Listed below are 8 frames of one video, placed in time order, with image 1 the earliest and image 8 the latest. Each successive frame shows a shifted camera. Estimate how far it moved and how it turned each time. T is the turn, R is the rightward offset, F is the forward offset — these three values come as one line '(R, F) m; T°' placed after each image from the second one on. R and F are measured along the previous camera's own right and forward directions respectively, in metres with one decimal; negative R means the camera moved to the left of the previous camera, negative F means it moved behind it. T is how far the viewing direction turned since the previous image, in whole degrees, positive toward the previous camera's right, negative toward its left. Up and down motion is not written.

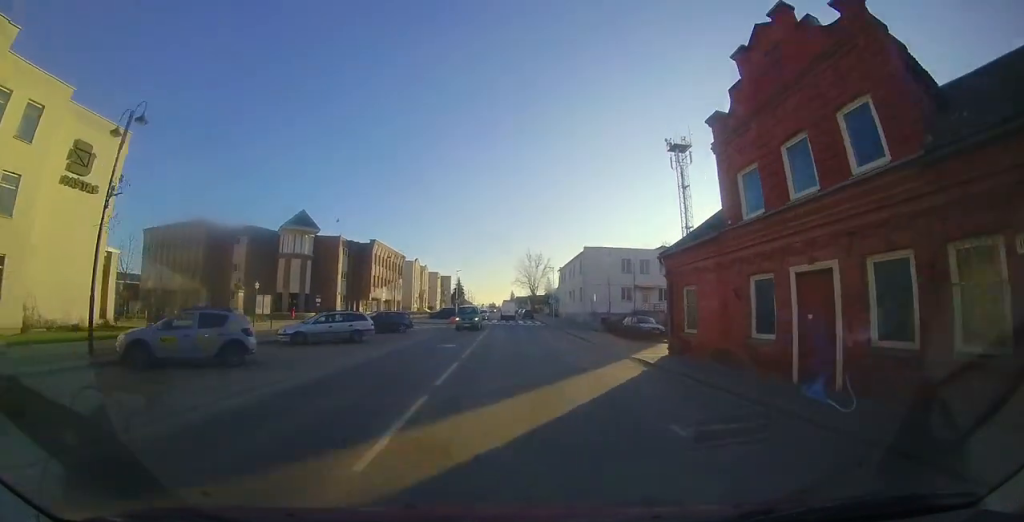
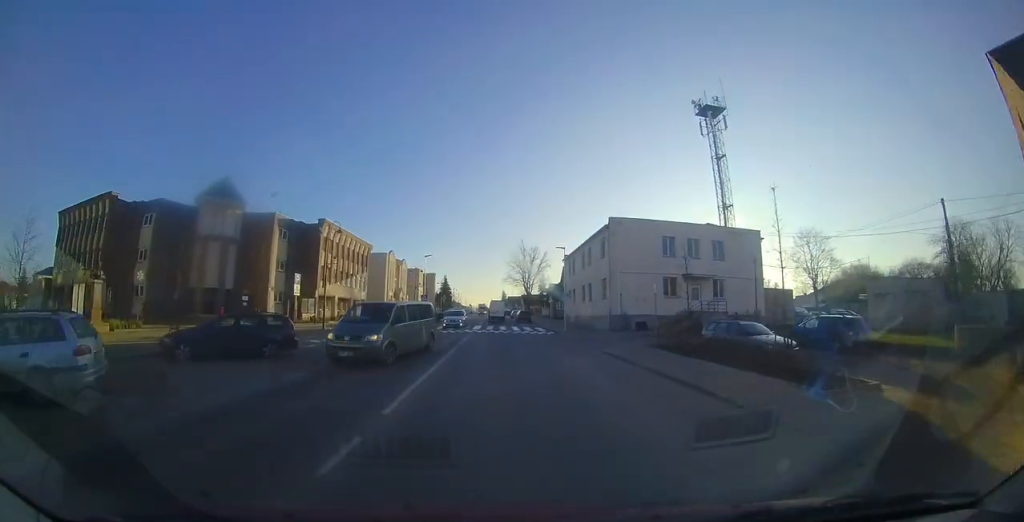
(-0.1, +13.4) m; +1°
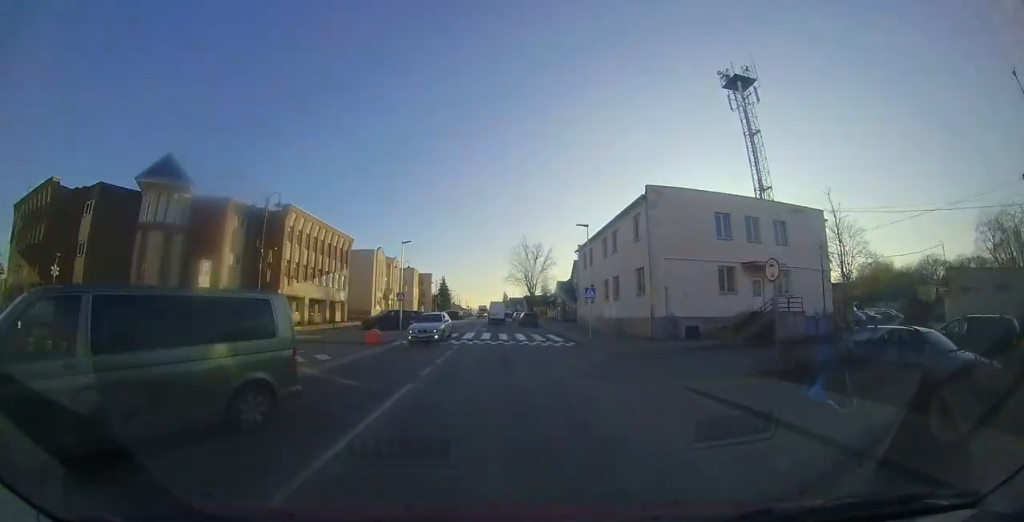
(+0.3, +7.5) m; 0°
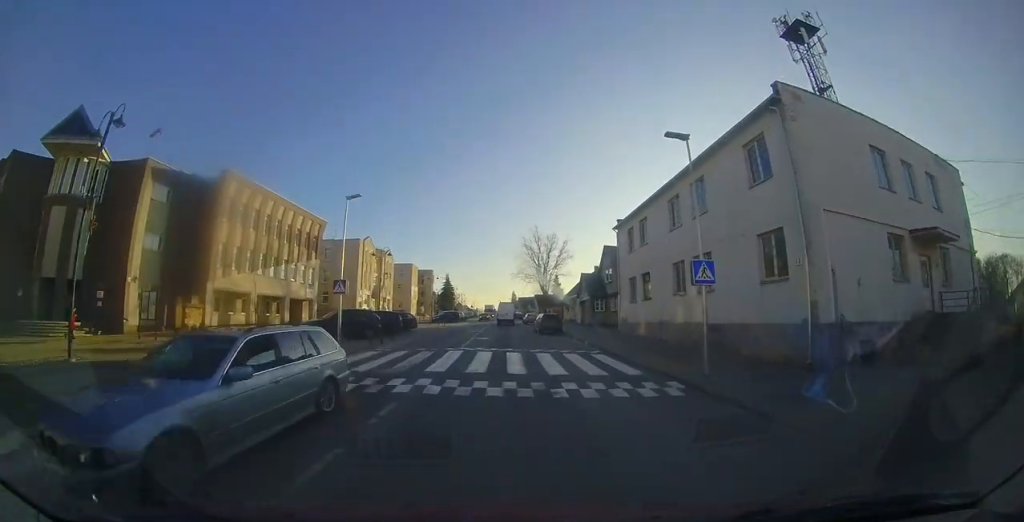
(-0.3, +10.5) m; -3°
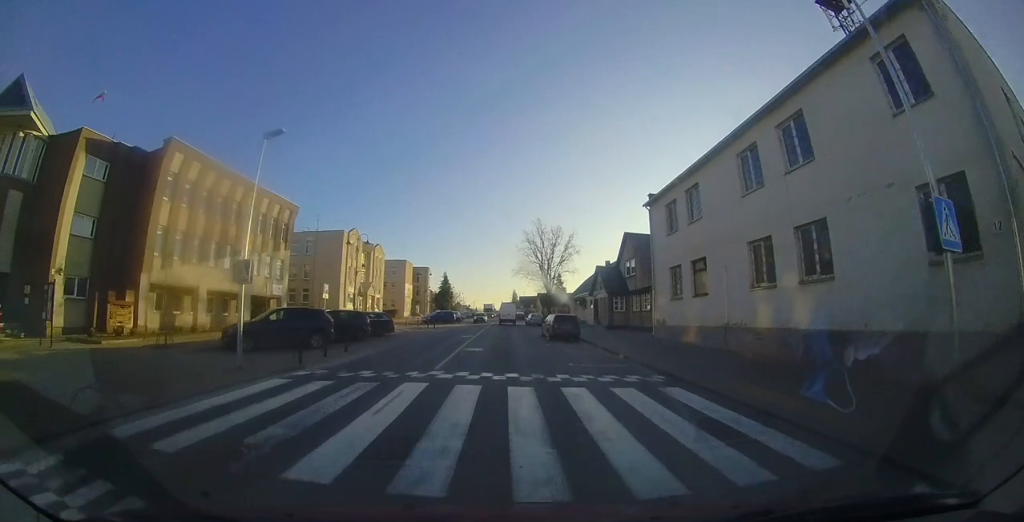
(-0.1, +6.4) m; -1°
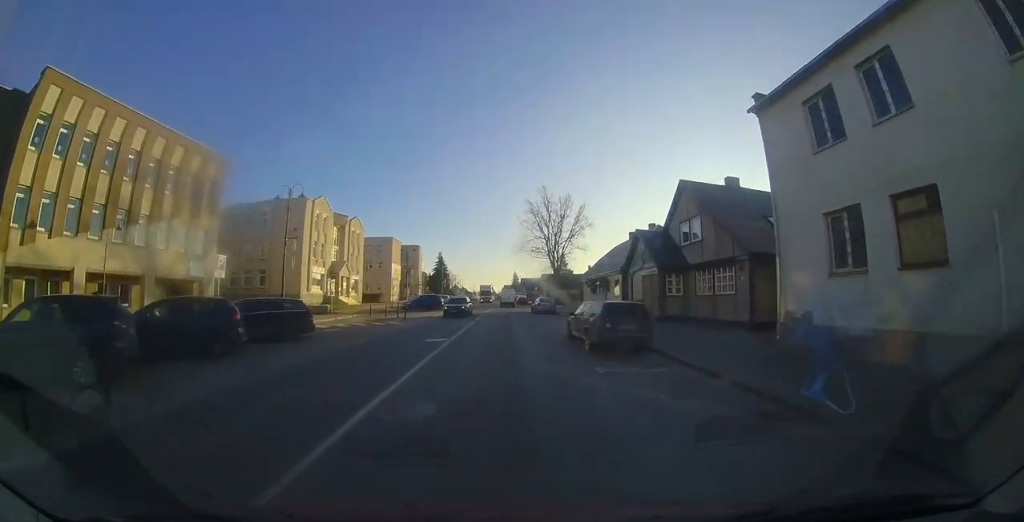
(-0.1, +11.8) m; +1°
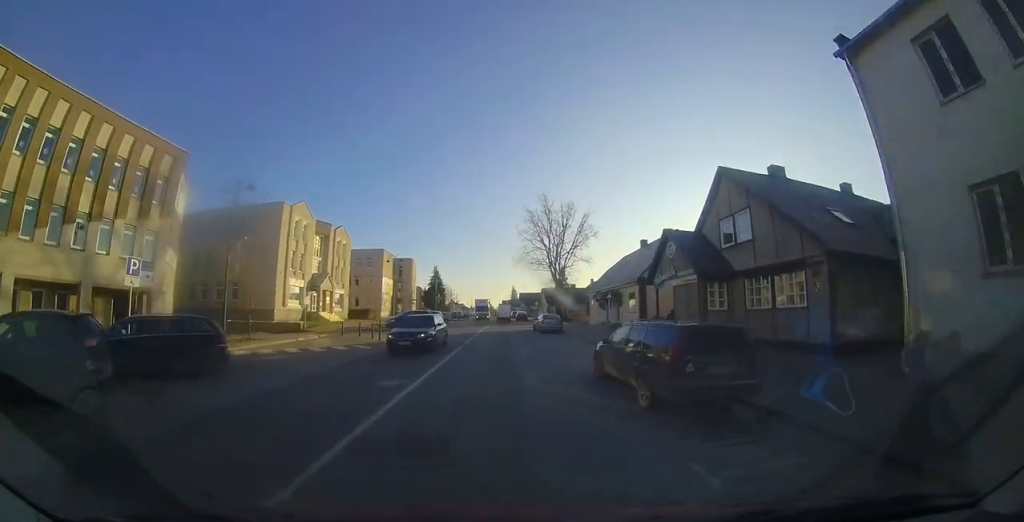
(+0.1, +5.3) m; -3°
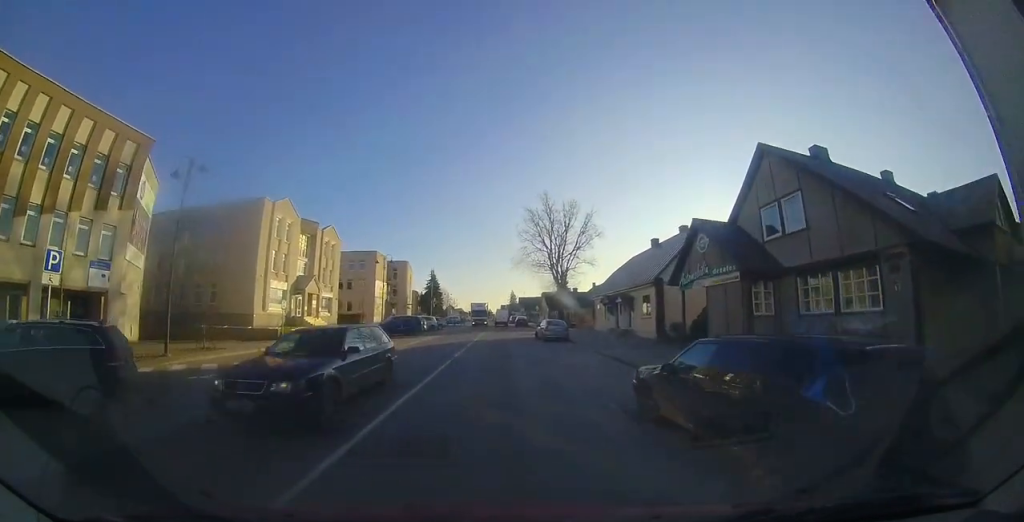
(+0.3, +3.6) m; -4°
